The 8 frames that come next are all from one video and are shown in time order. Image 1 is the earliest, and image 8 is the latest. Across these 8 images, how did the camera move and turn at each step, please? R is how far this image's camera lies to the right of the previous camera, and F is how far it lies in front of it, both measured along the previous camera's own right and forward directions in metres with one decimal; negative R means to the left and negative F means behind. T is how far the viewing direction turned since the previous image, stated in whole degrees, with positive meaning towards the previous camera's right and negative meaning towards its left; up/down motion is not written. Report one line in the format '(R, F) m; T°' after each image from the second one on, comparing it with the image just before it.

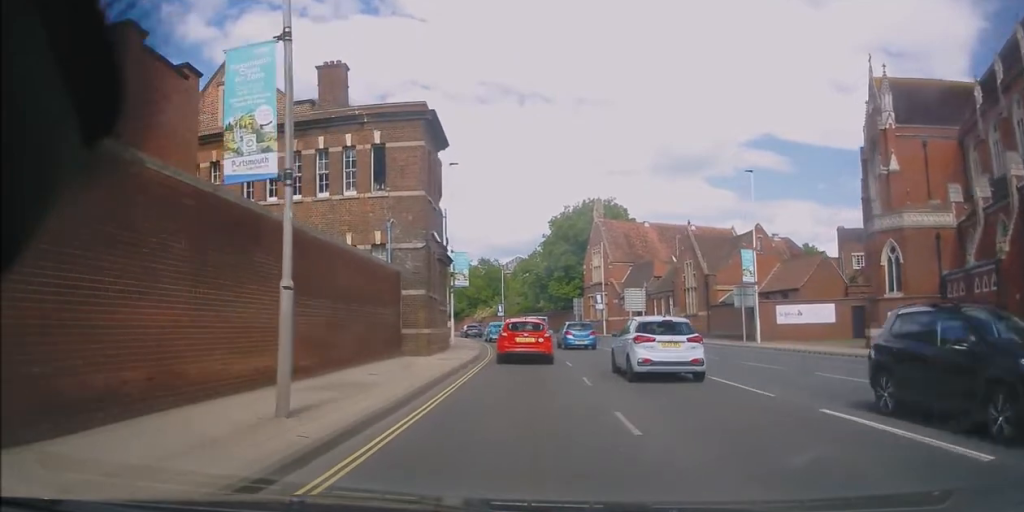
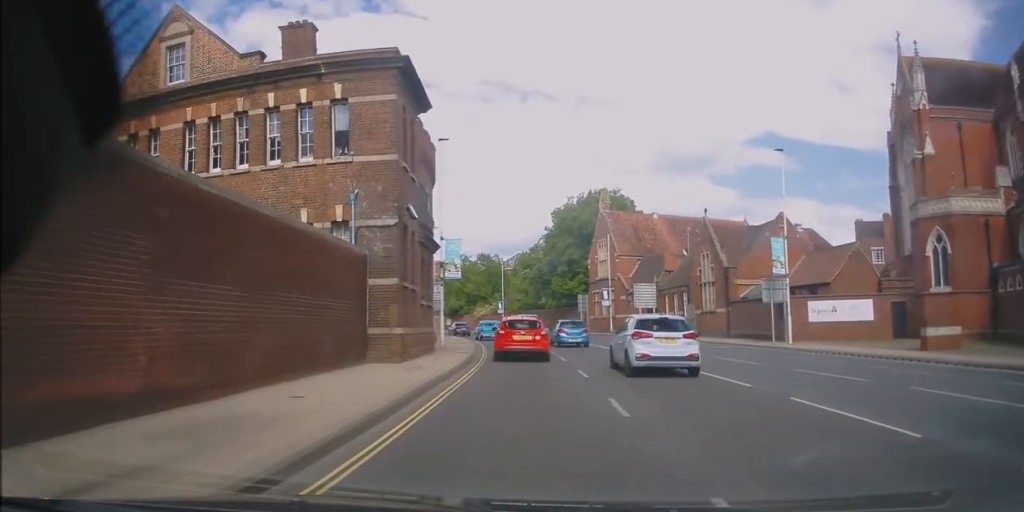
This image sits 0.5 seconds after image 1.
(0.0, +4.5) m; -1°
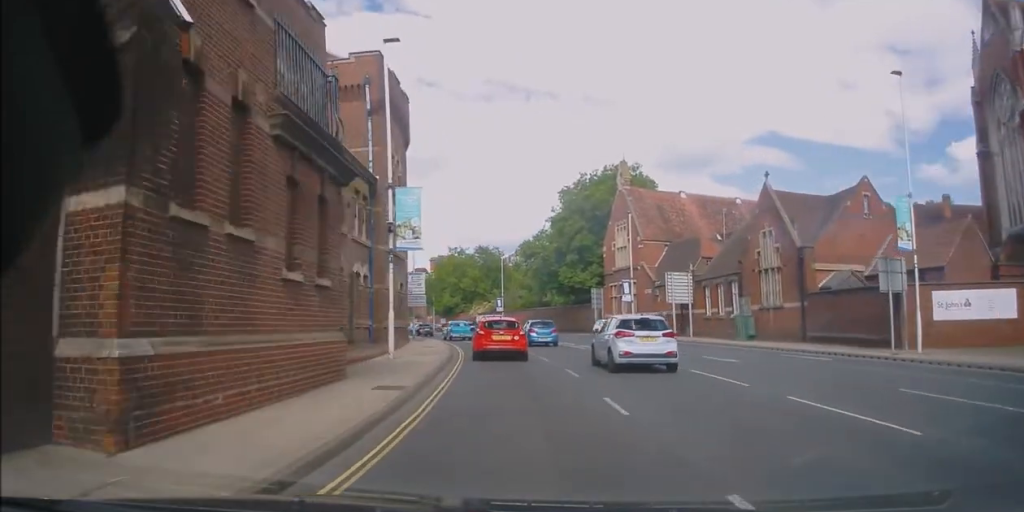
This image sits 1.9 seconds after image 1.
(-0.1, +12.0) m; +1°
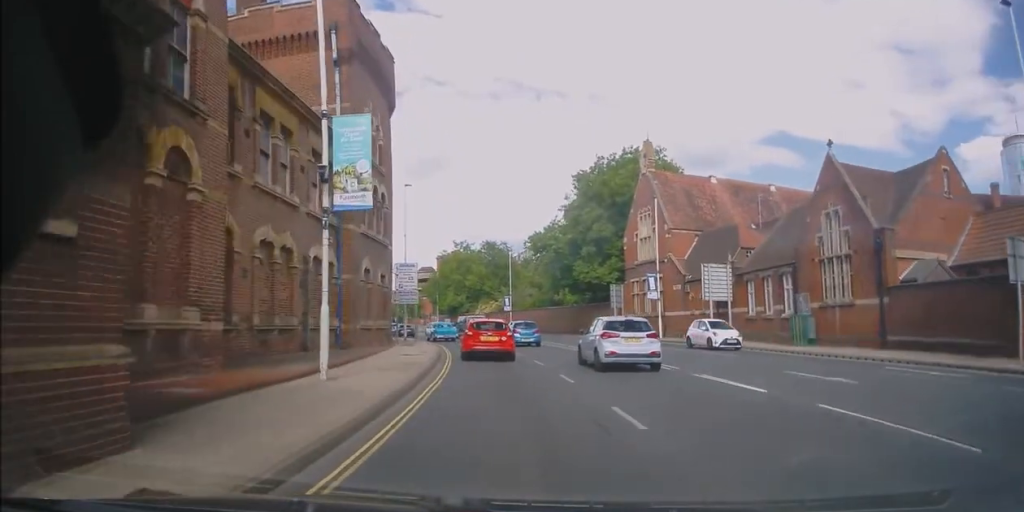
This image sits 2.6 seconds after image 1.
(+0.2, +7.0) m; -1°
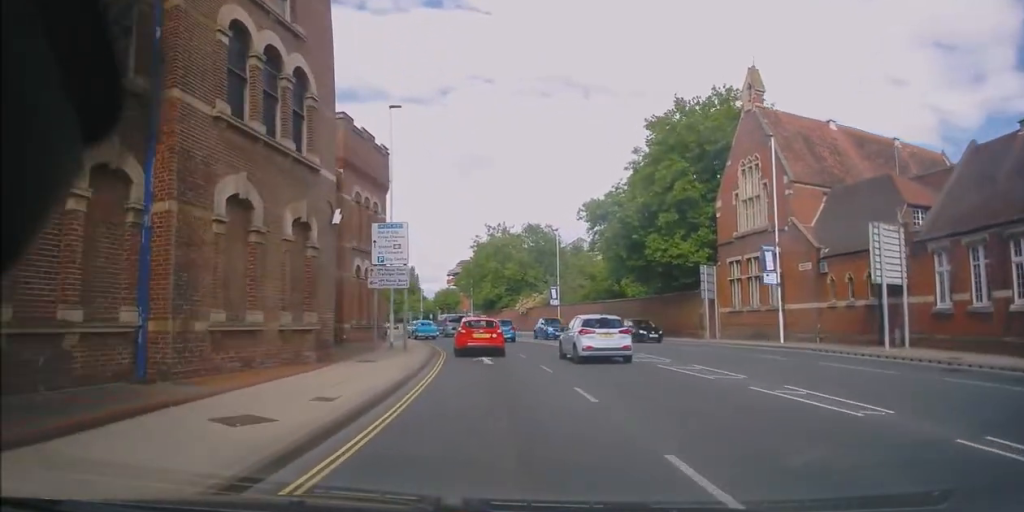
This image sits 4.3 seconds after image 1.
(-0.4, +15.3) m; -1°
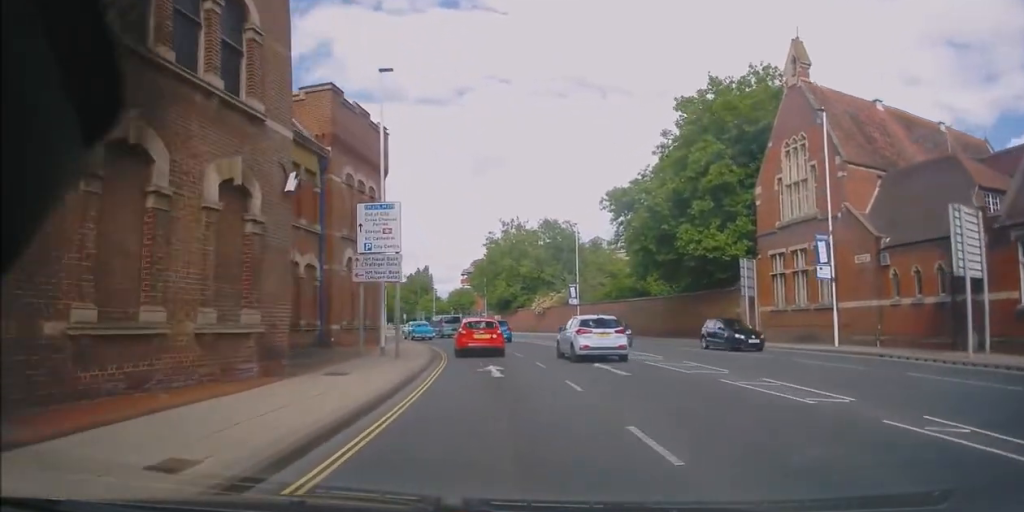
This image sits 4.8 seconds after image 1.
(-0.1, +4.3) m; -1°
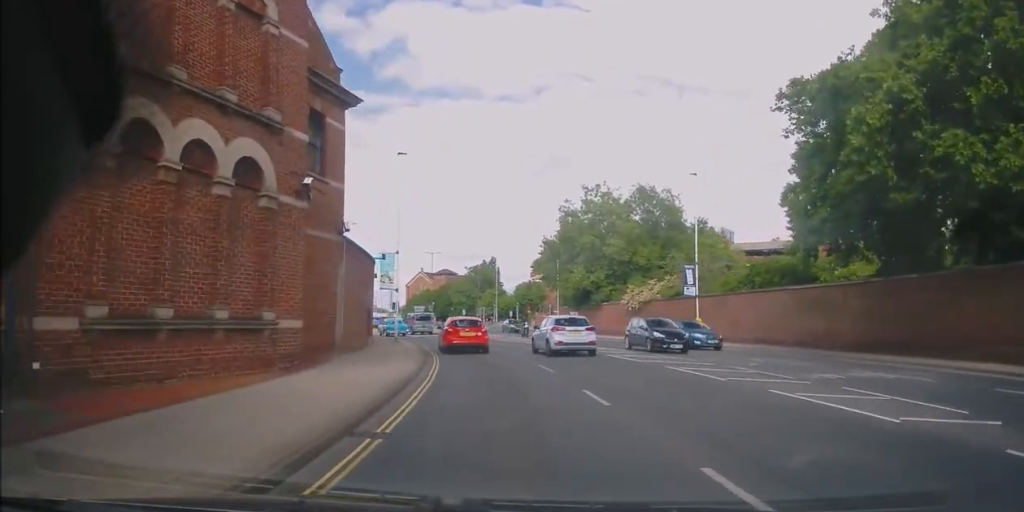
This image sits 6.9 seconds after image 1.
(-0.7, +19.1) m; -5°
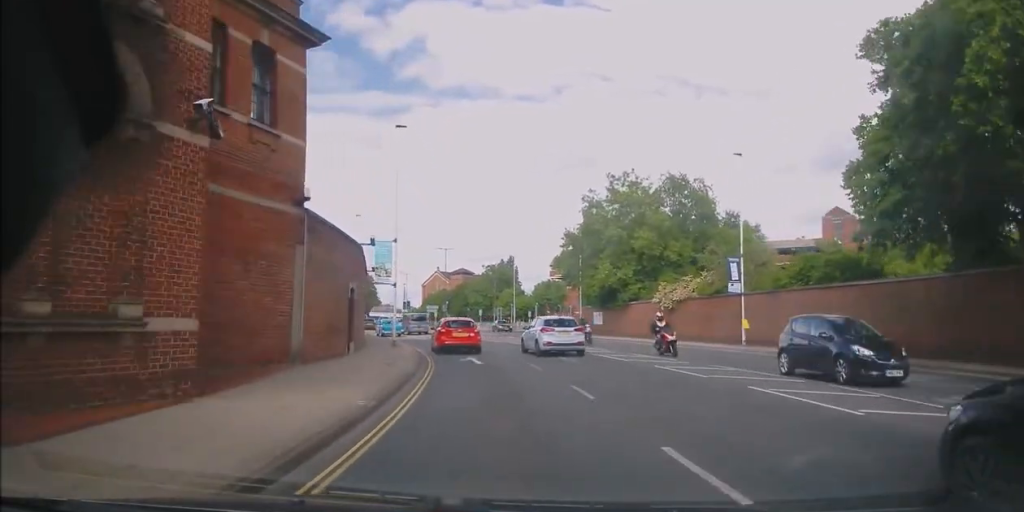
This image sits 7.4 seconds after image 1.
(-0.1, +5.0) m; -2°
